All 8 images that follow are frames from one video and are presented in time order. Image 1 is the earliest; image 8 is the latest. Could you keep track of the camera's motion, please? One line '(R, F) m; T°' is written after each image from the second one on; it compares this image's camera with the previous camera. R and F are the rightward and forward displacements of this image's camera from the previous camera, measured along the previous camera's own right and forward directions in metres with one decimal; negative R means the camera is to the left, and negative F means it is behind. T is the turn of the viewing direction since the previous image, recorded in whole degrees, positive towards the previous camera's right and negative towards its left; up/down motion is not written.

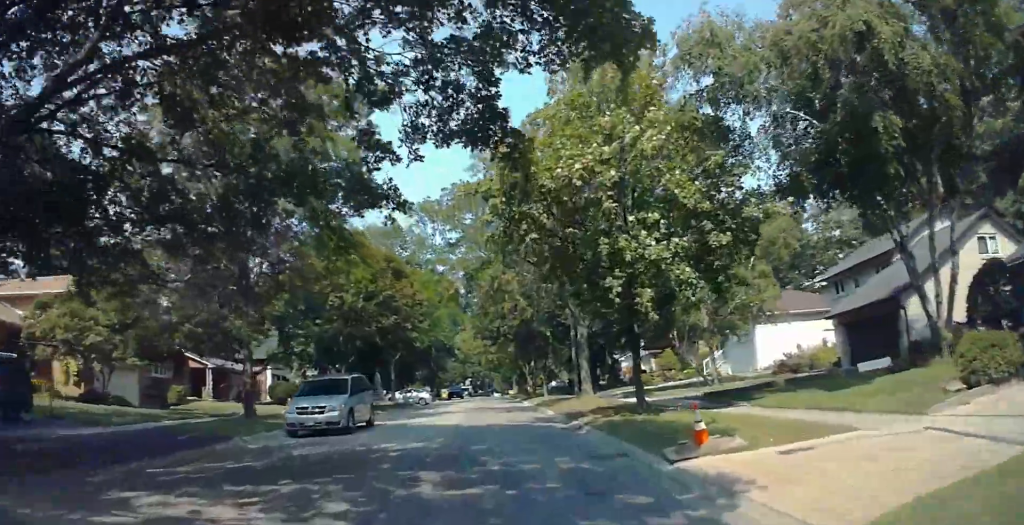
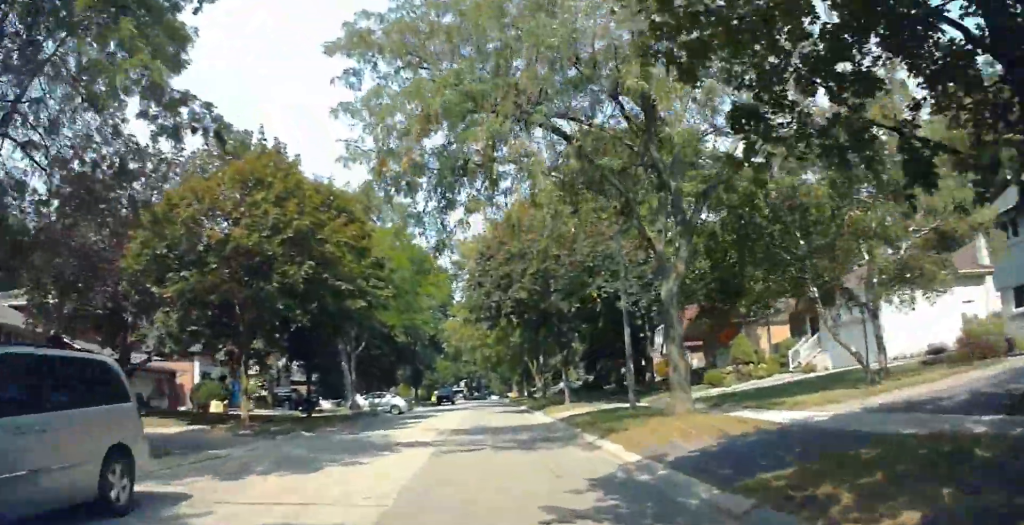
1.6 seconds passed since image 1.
(-0.5, +15.5) m; 0°
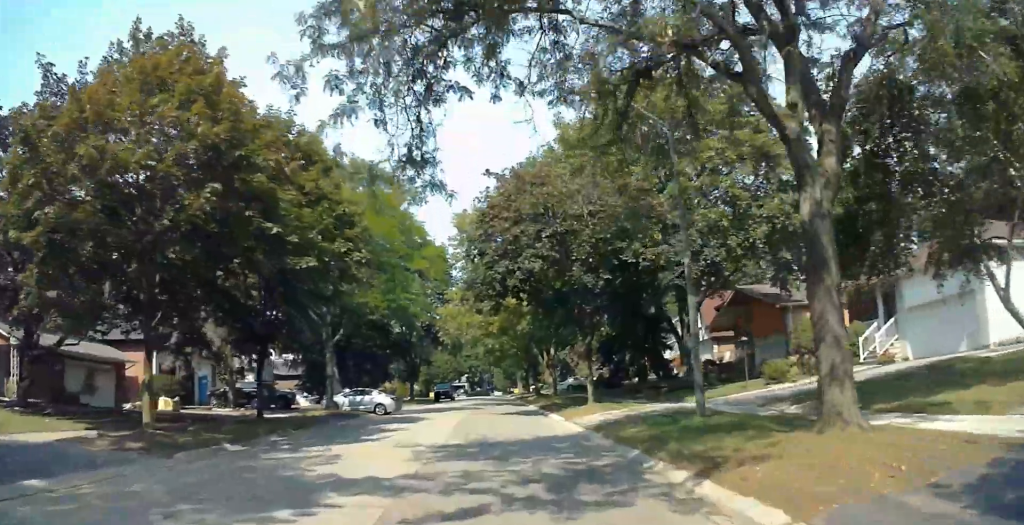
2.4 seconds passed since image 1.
(+0.2, +7.3) m; +2°
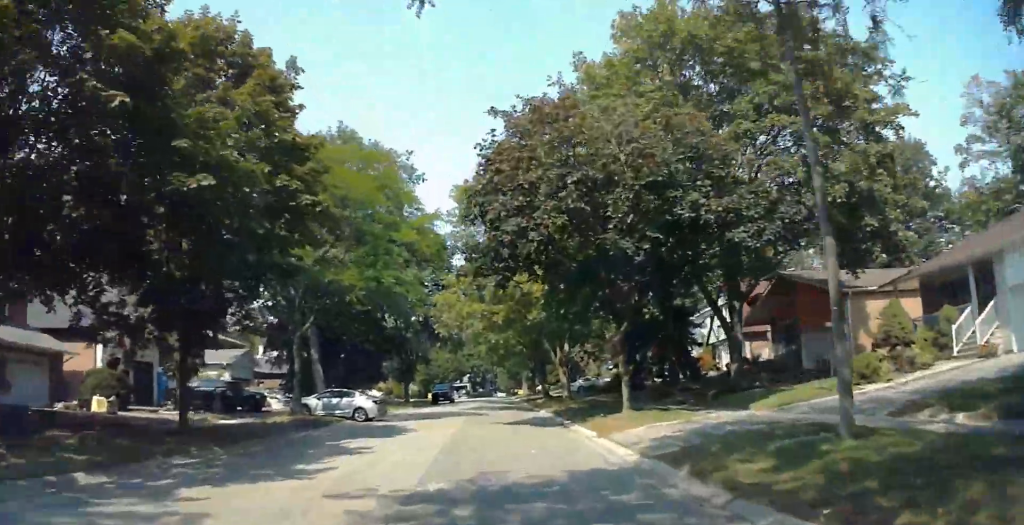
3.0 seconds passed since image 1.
(0.0, +6.7) m; 0°
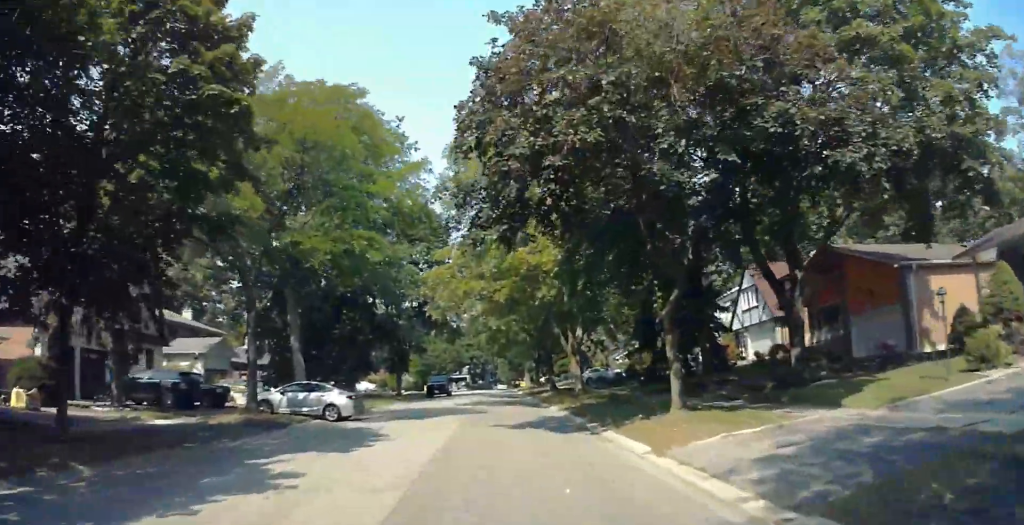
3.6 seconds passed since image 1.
(0.0, +5.8) m; 0°
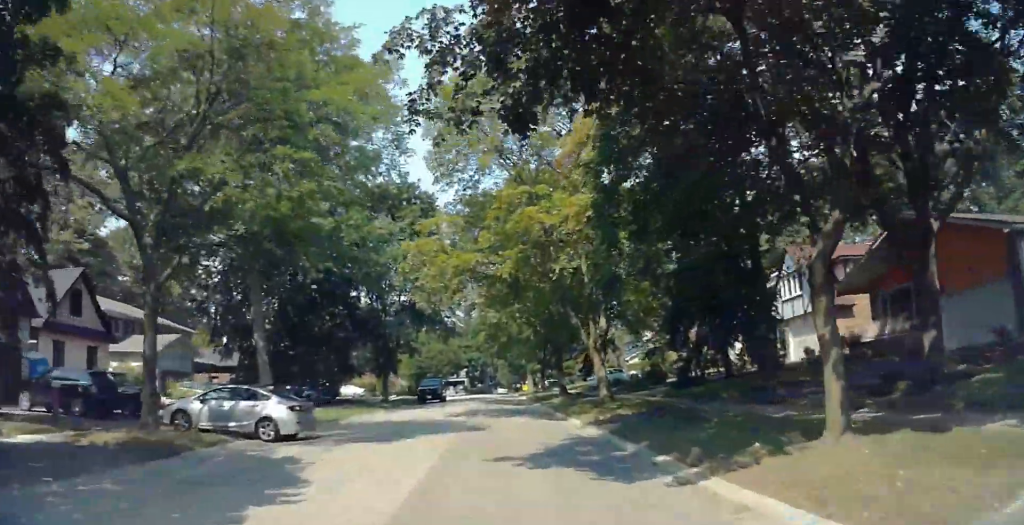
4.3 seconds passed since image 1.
(0.0, +7.6) m; 0°
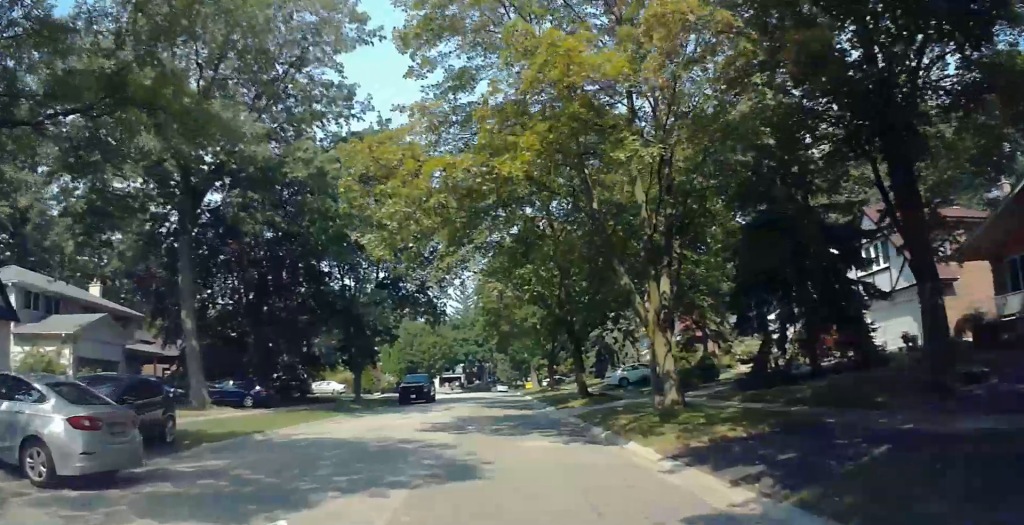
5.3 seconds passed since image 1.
(0.0, +10.1) m; 0°
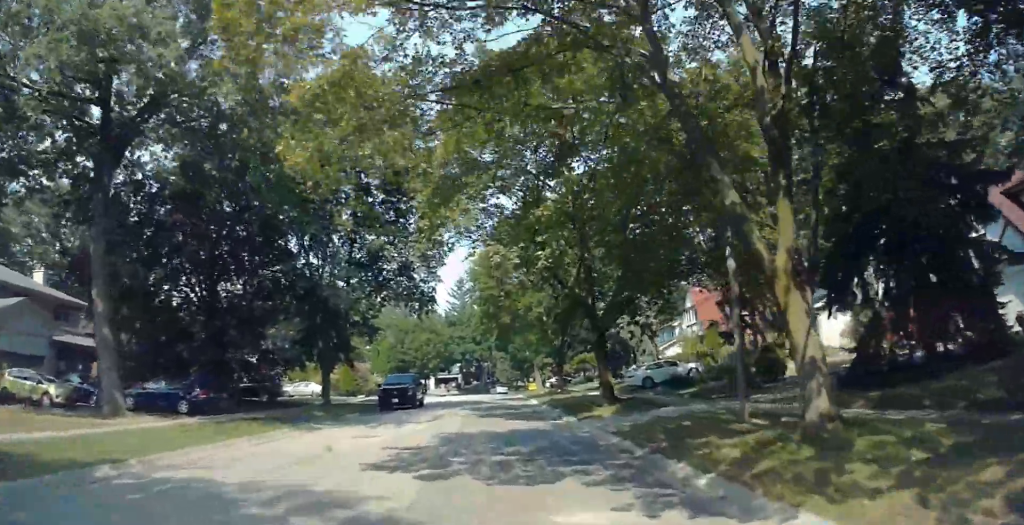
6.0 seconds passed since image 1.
(0.0, +7.7) m; 0°
